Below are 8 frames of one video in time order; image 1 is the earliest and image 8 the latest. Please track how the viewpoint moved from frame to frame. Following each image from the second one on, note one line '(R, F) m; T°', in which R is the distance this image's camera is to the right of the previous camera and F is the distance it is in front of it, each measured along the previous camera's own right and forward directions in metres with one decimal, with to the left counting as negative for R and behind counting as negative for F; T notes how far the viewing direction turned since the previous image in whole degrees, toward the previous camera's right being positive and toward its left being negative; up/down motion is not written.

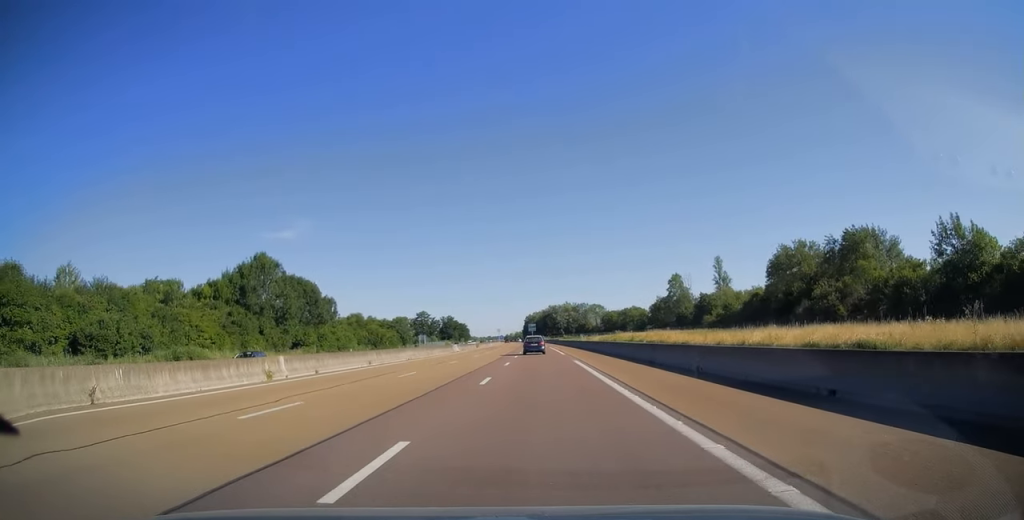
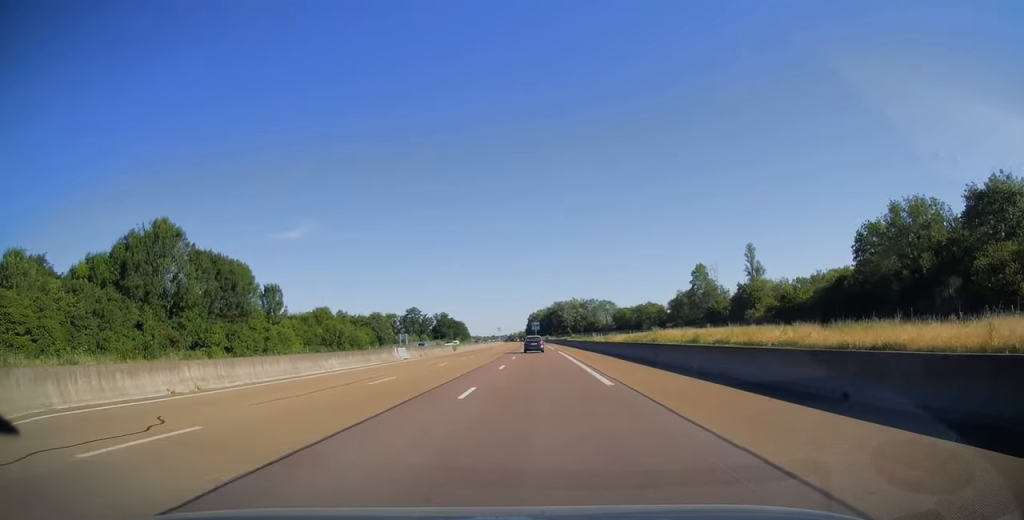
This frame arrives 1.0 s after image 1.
(-0.1, +30.4) m; 0°
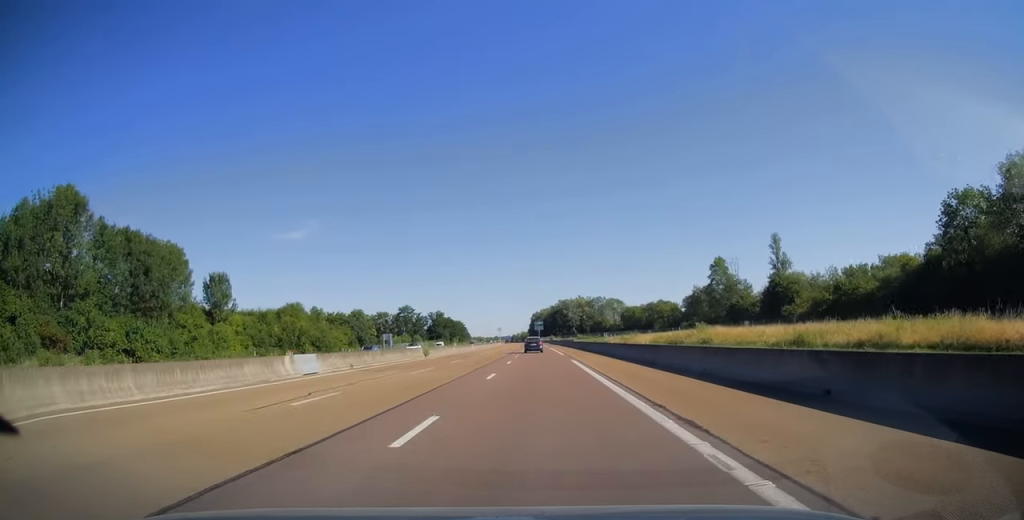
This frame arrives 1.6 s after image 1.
(-0.1, +19.1) m; 0°
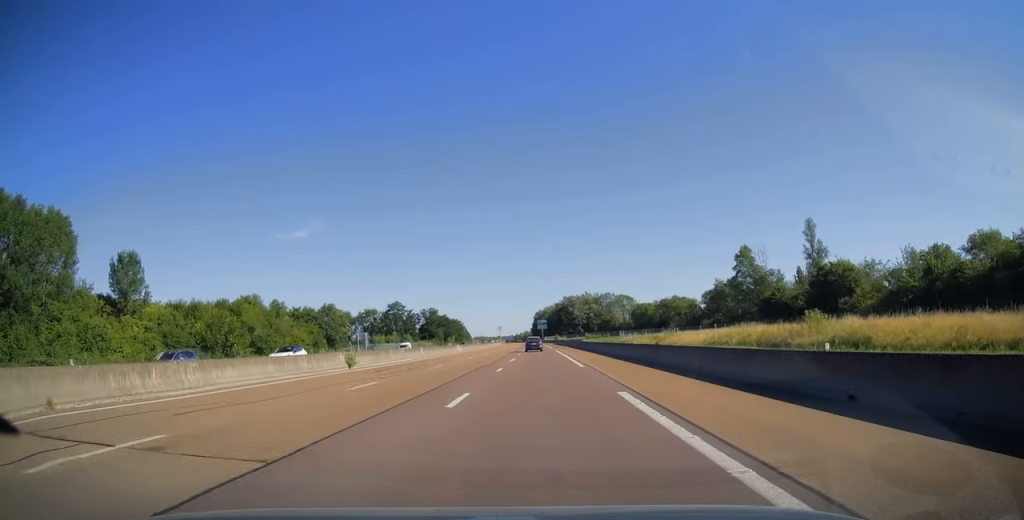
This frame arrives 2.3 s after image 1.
(0.0, +21.7) m; 0°
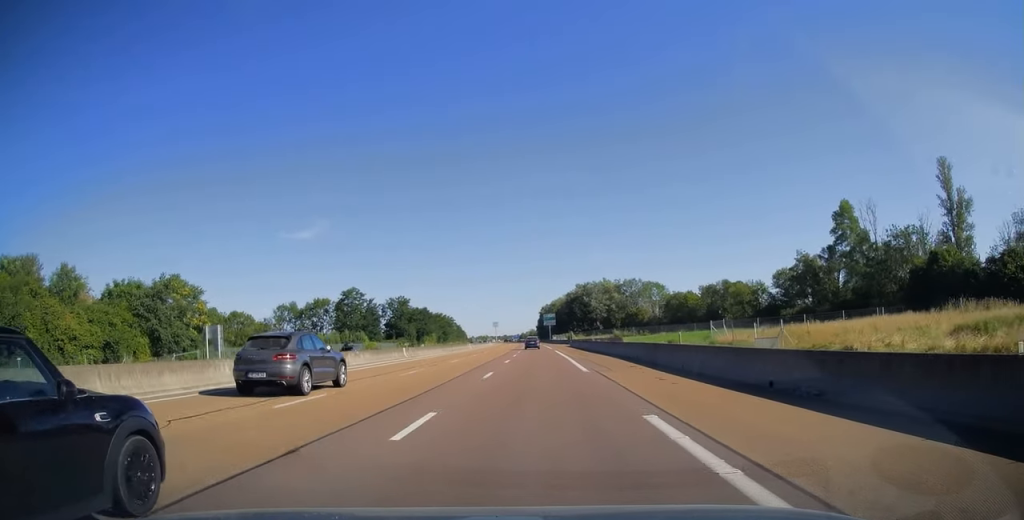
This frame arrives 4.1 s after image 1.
(-0.4, +56.1) m; -1°
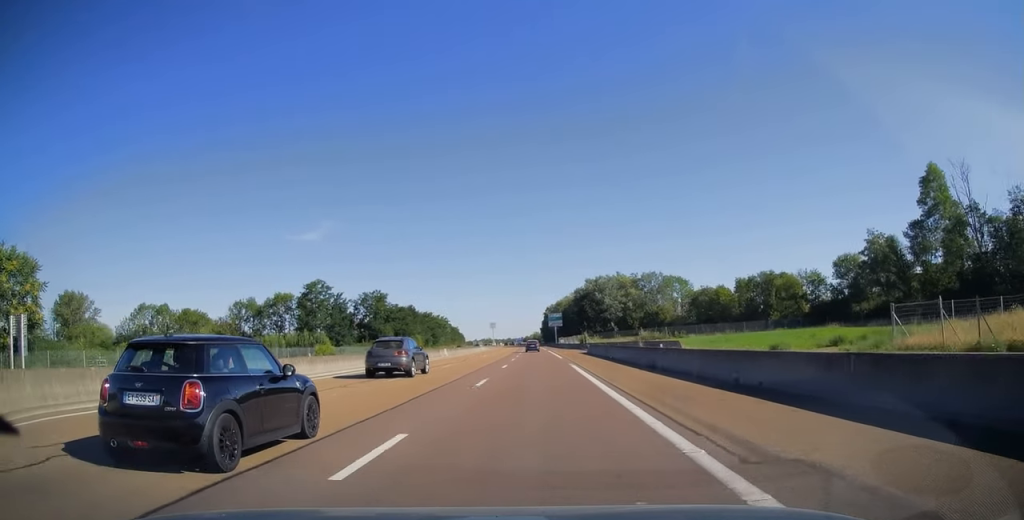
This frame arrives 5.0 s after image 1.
(-0.1, +28.3) m; 0°
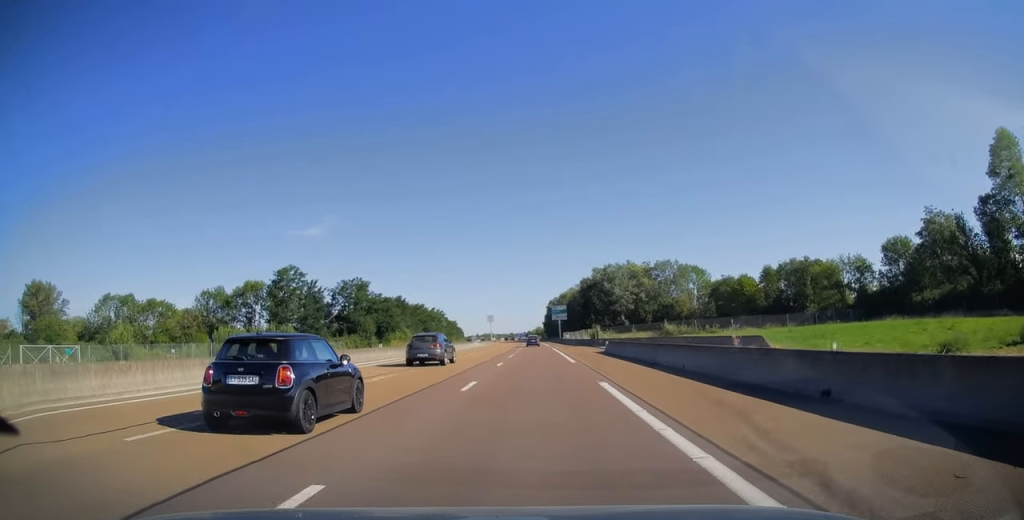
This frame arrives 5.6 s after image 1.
(0.0, +16.5) m; 0°
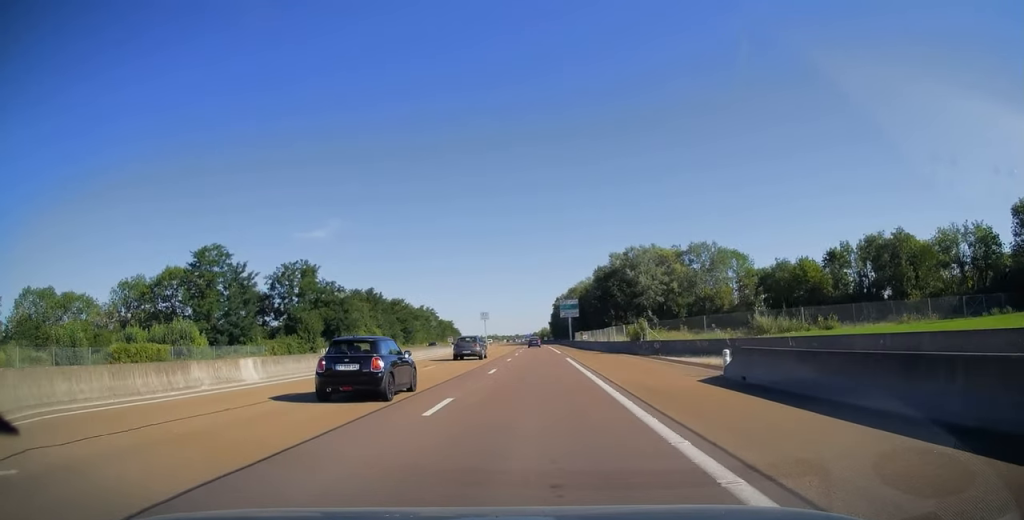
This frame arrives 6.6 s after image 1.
(-0.1, +30.9) m; -1°
